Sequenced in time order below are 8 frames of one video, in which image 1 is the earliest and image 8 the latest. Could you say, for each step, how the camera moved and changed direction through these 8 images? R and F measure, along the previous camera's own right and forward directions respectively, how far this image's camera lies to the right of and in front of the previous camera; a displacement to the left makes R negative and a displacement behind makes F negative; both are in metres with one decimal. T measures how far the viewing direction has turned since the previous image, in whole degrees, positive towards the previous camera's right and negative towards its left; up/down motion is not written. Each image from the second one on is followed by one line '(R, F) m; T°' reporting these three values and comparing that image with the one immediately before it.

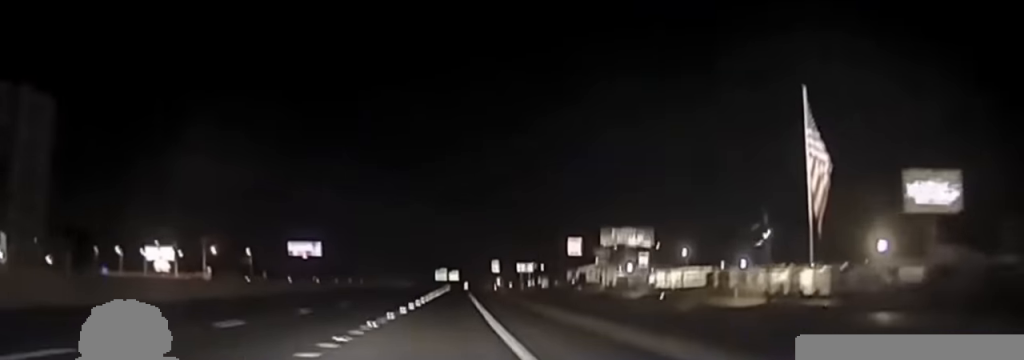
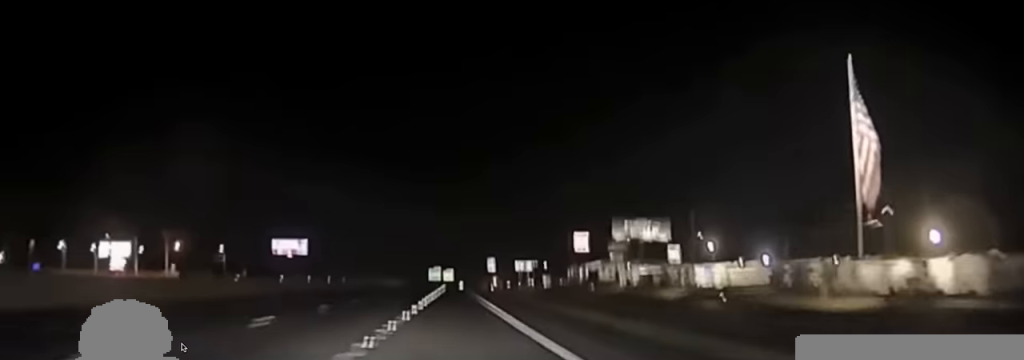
(+0.2, +22.5) m; +1°
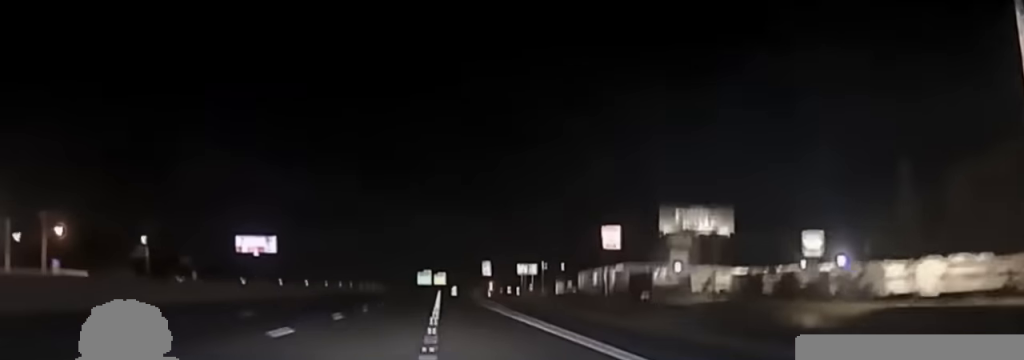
(+0.3, +49.8) m; +1°
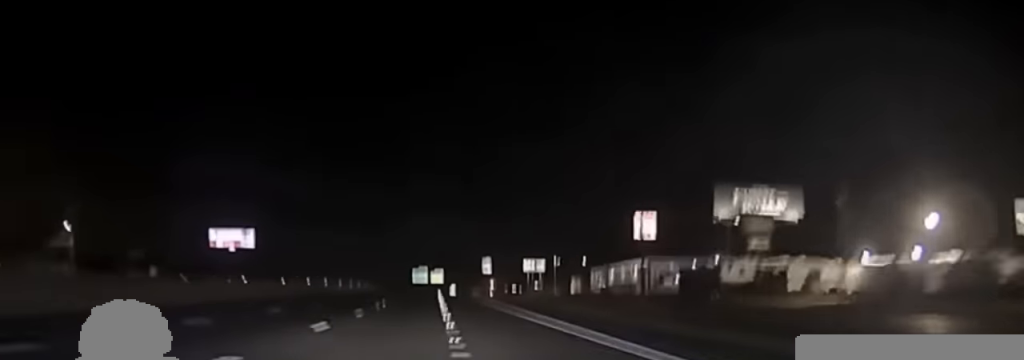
(+0.1, +31.3) m; 0°
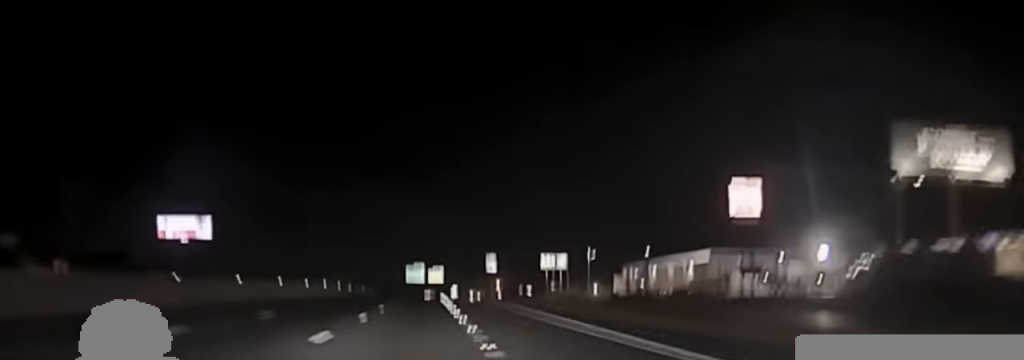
(+0.1, +54.8) m; 0°
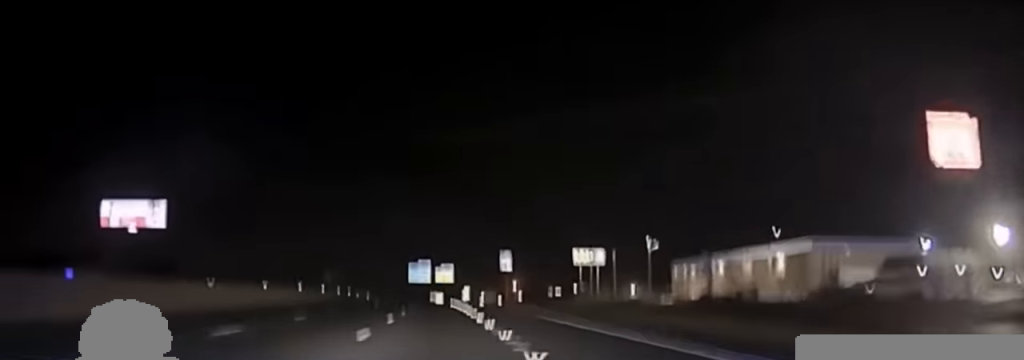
(-0.2, +50.8) m; 0°
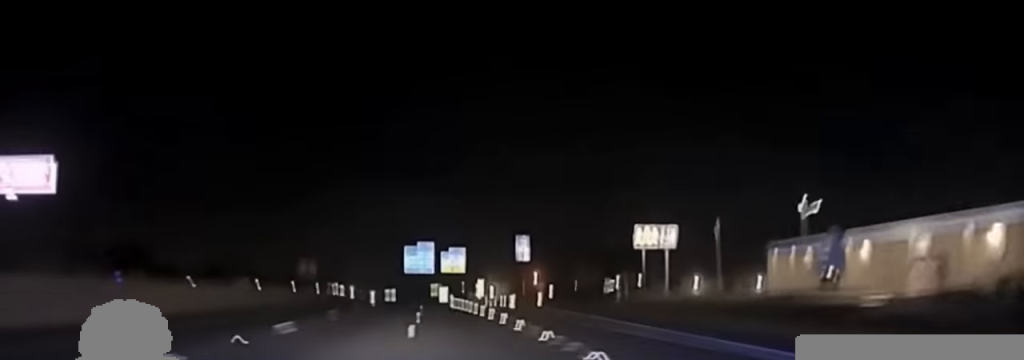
(-0.1, +58.9) m; 0°
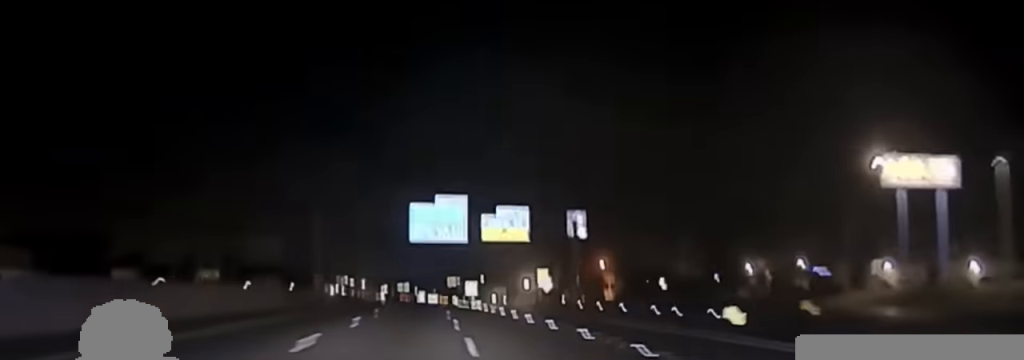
(-0.6, +80.9) m; -1°
